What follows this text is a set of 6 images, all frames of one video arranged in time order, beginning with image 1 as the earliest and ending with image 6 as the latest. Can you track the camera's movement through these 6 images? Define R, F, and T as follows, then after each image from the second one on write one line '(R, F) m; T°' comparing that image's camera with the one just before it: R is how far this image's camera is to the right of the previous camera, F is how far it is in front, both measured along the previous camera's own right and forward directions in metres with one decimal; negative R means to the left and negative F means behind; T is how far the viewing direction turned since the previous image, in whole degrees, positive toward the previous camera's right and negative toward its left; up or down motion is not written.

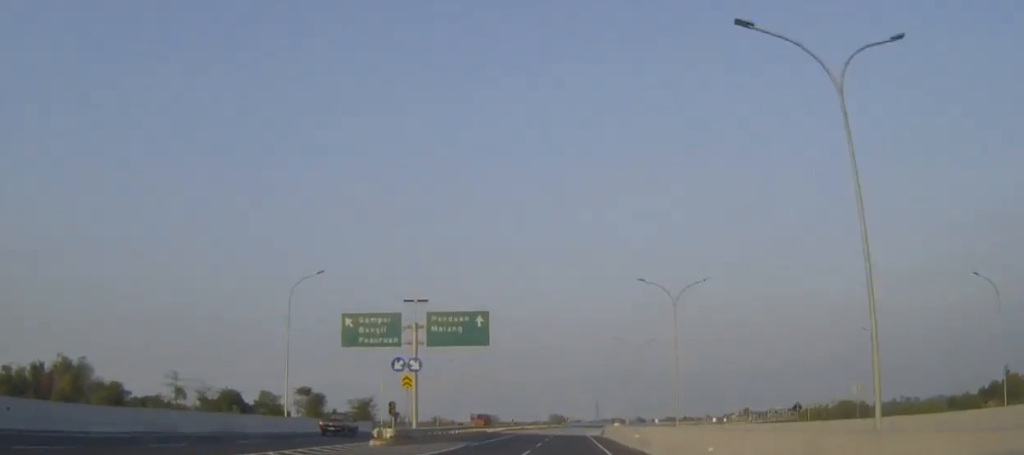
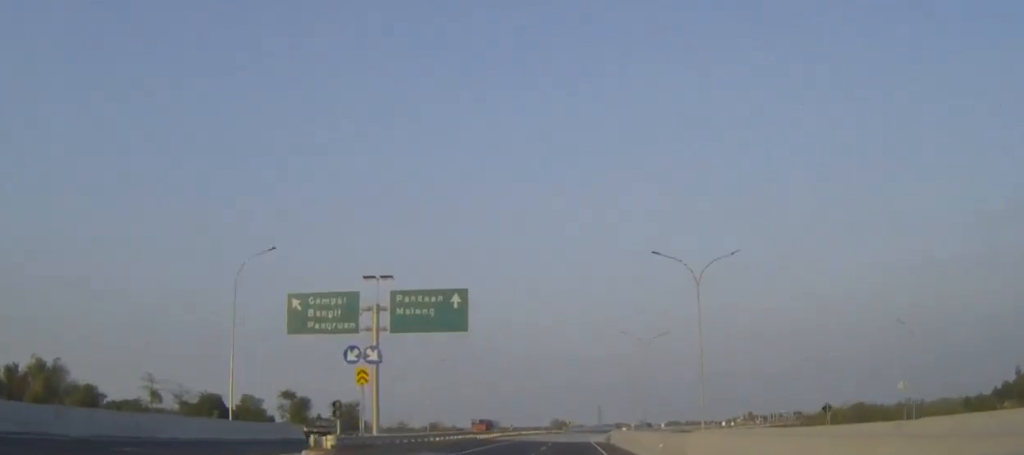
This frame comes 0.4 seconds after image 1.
(0.0, +9.8) m; 0°
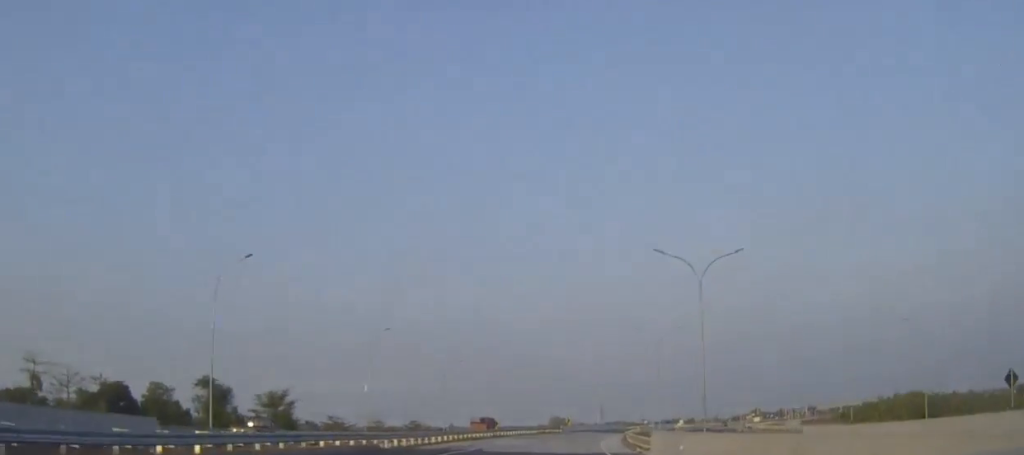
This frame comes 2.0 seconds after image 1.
(-0.1, +34.6) m; 0°
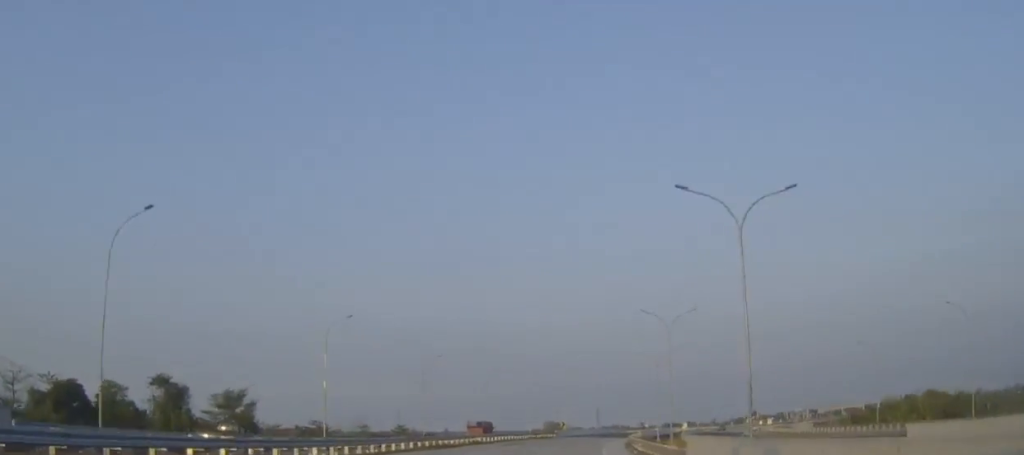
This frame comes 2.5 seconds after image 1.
(0.0, +12.1) m; 0°
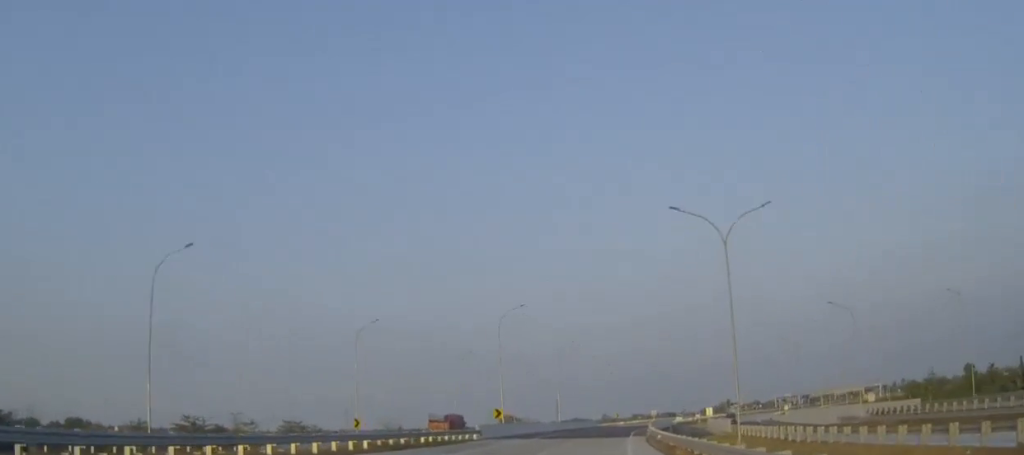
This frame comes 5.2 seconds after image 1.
(+1.1, +62.5) m; +3°
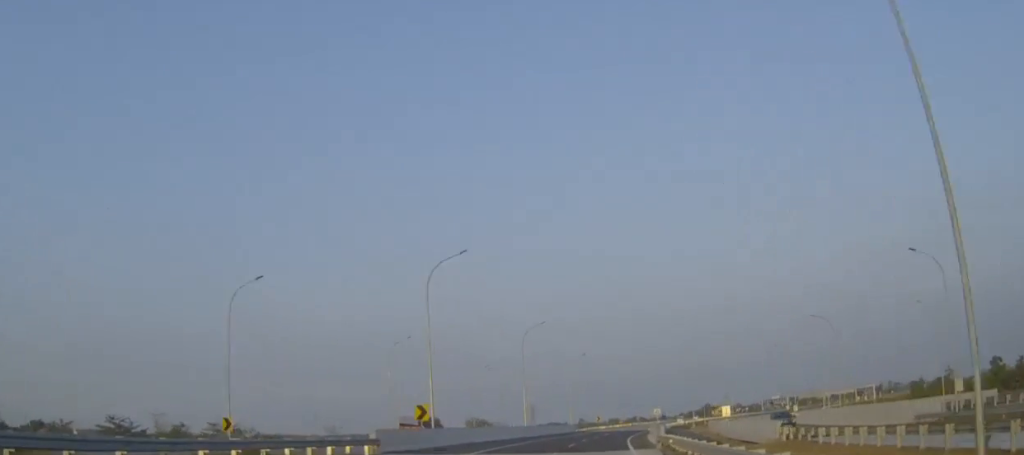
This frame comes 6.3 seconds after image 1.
(+0.4, +24.1) m; +2°
